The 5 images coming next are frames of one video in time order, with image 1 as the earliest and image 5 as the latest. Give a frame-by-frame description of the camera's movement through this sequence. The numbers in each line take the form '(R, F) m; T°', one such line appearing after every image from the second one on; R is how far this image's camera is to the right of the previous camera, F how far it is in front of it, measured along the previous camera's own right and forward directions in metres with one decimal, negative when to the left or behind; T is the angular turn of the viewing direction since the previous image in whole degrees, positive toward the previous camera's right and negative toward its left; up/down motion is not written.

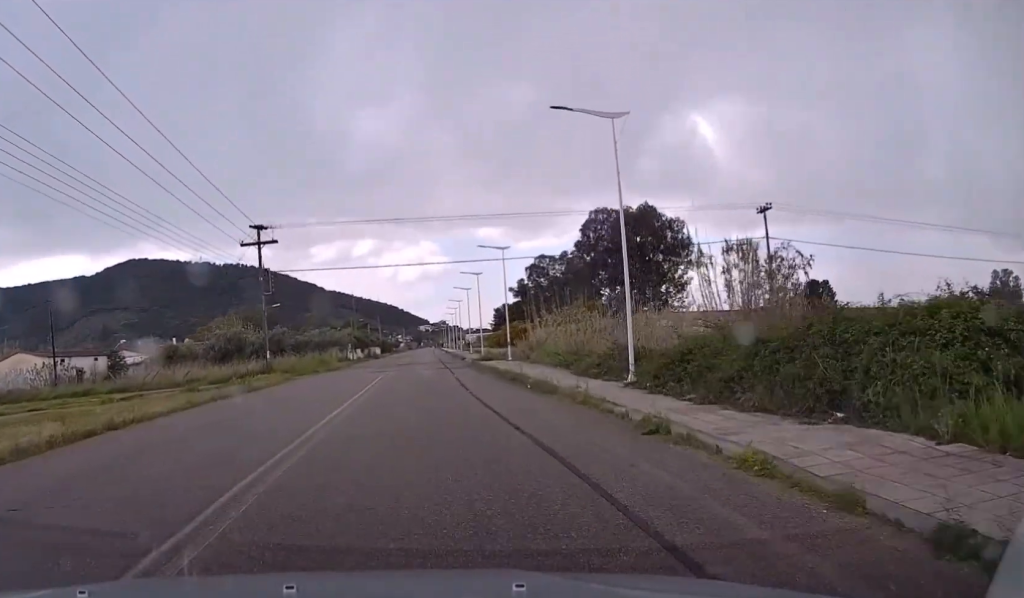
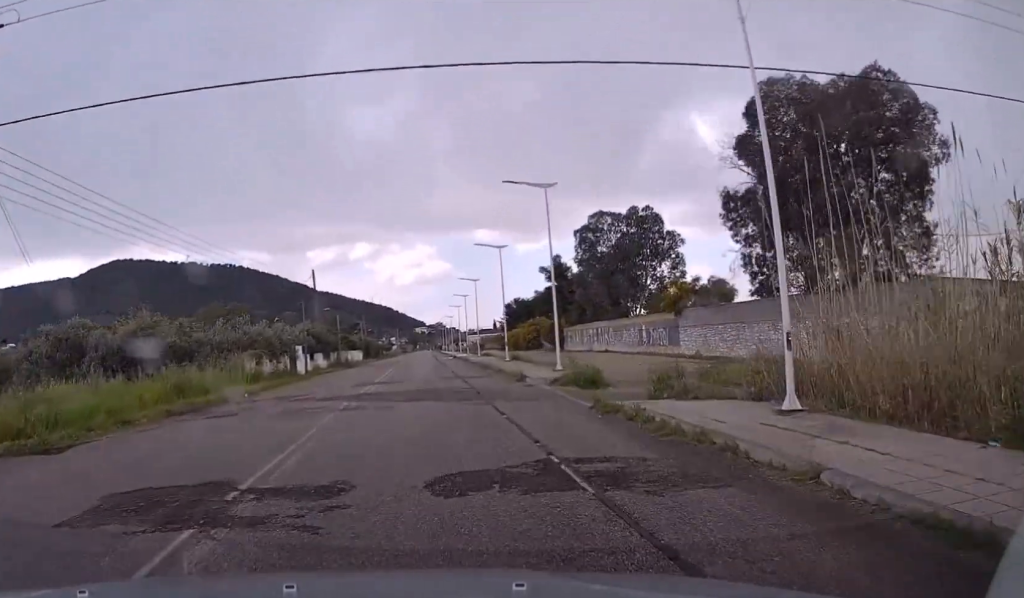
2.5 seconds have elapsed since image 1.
(+0.2, +36.1) m; +1°
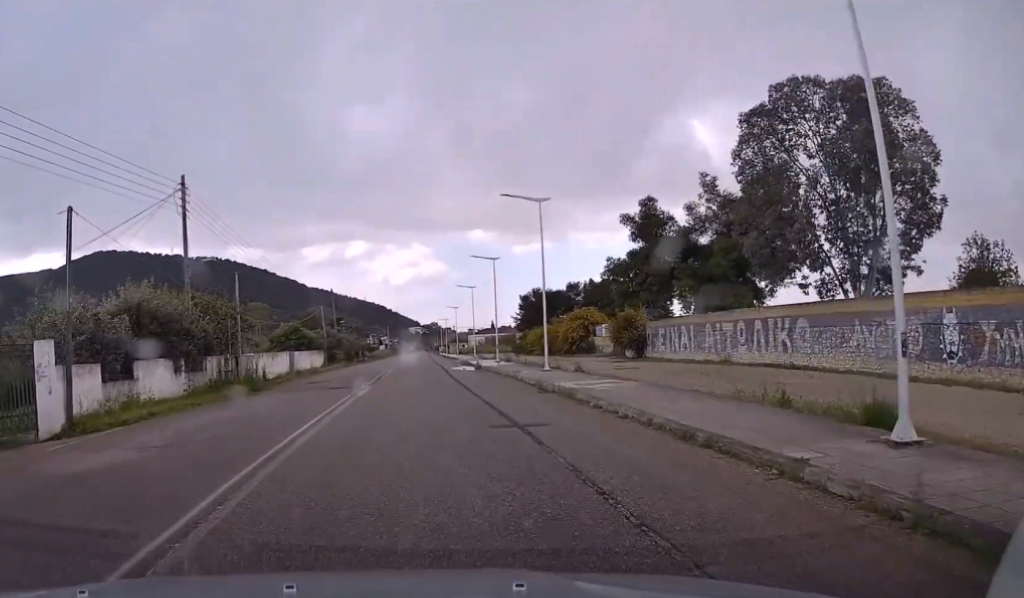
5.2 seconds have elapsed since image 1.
(-0.5, +38.9) m; -1°
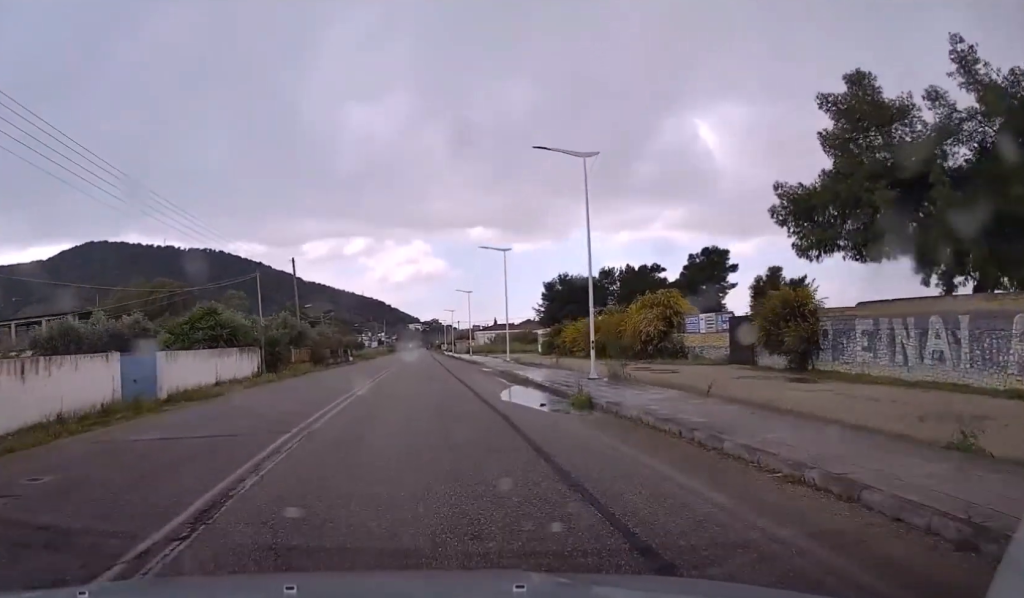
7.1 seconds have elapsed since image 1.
(-0.4, +28.0) m; -1°
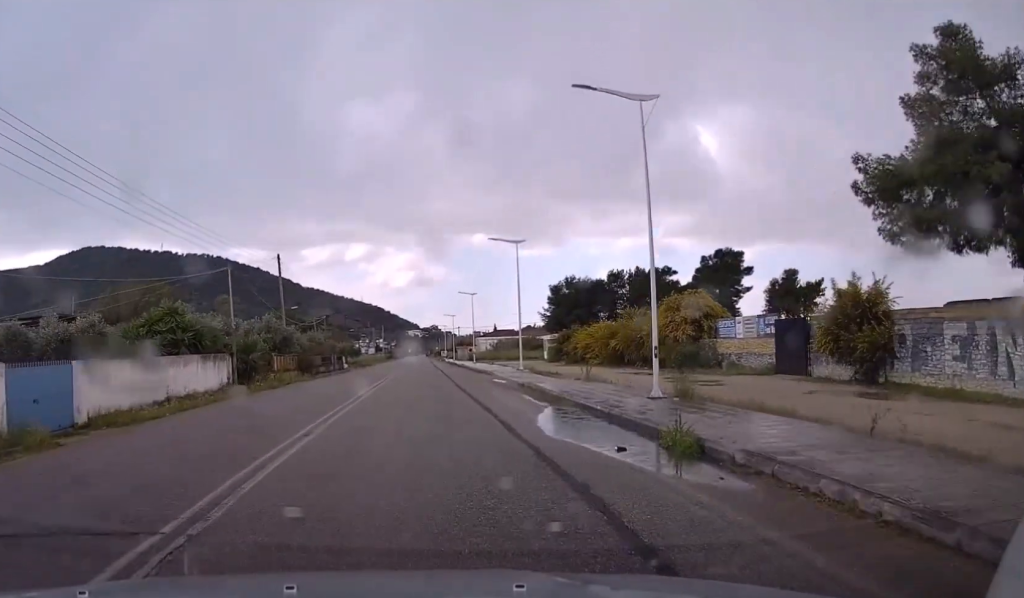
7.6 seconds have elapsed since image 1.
(0.0, +6.3) m; 0°
